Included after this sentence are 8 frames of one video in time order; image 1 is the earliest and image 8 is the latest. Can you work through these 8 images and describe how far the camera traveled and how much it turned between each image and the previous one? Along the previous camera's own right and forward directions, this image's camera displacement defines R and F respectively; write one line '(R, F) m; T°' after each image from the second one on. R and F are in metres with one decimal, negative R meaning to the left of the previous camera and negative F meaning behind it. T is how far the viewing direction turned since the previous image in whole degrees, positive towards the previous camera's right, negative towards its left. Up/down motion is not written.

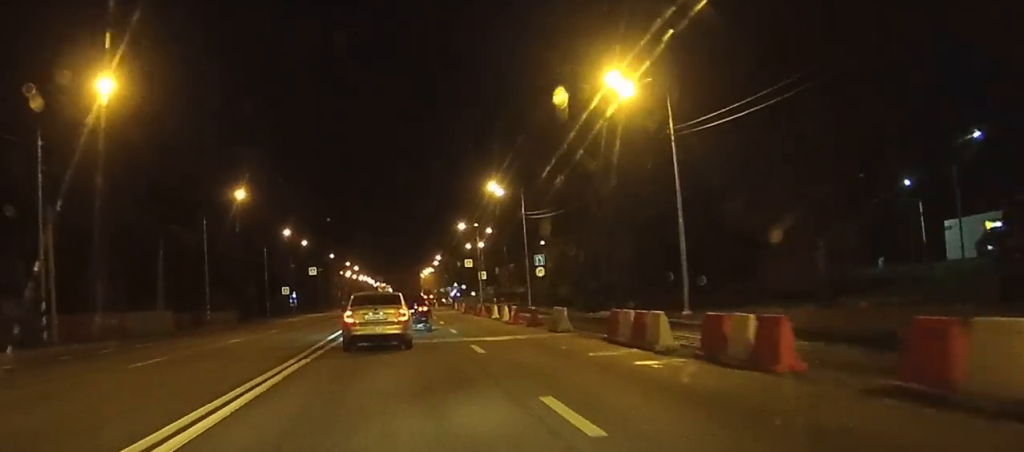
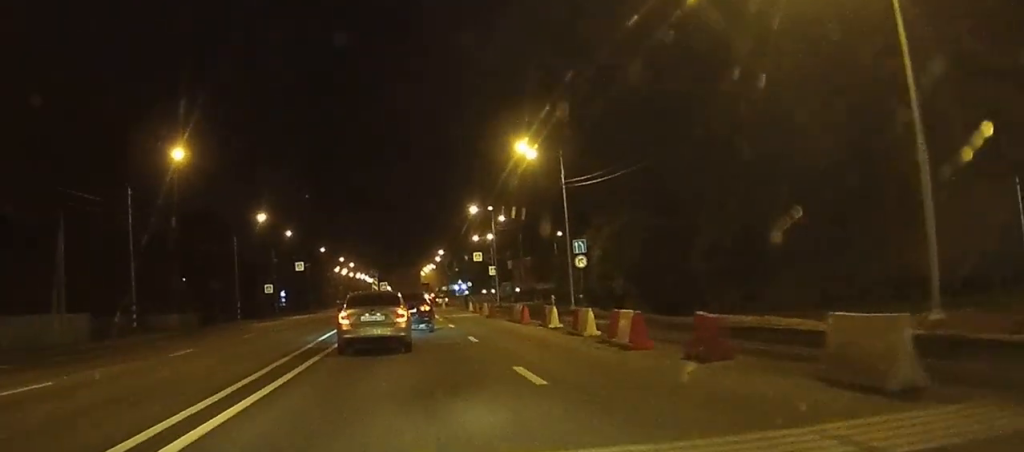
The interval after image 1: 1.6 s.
(0.0, +19.5) m; 0°
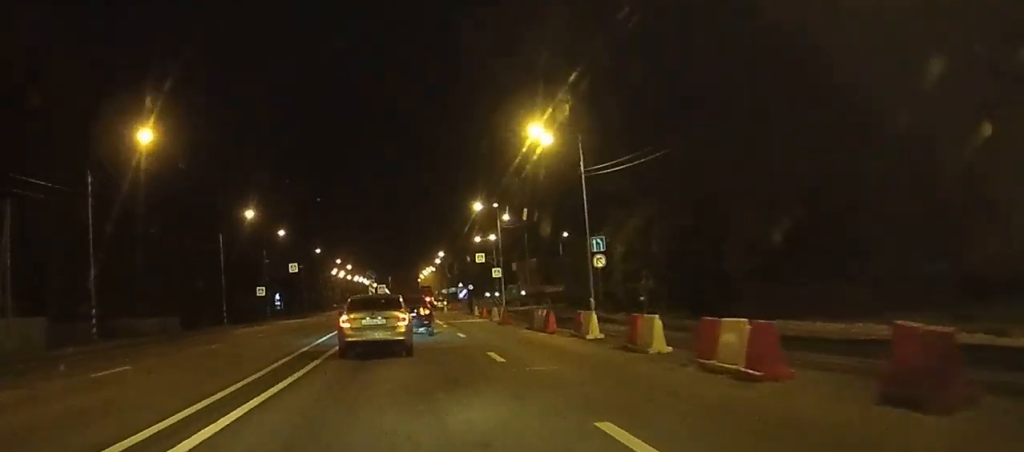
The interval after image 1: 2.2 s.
(0.0, +6.6) m; 0°
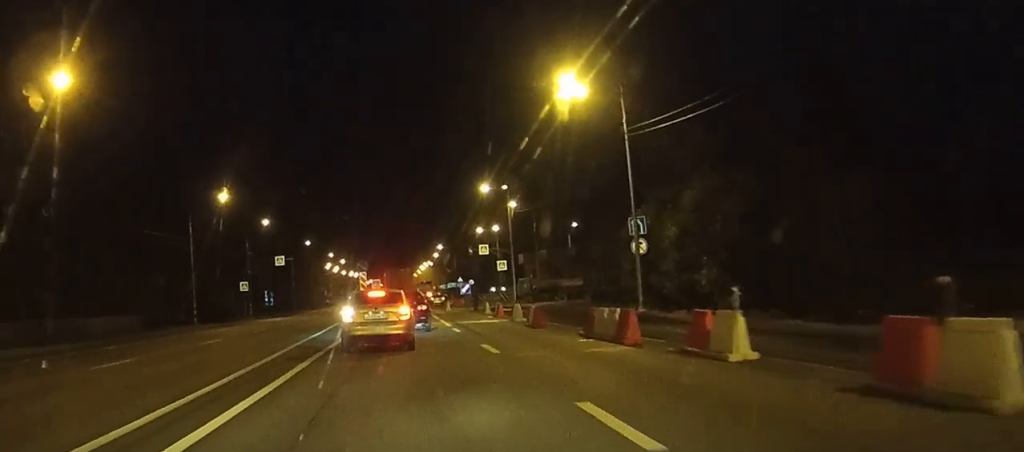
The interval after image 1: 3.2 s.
(+0.1, +11.0) m; +1°
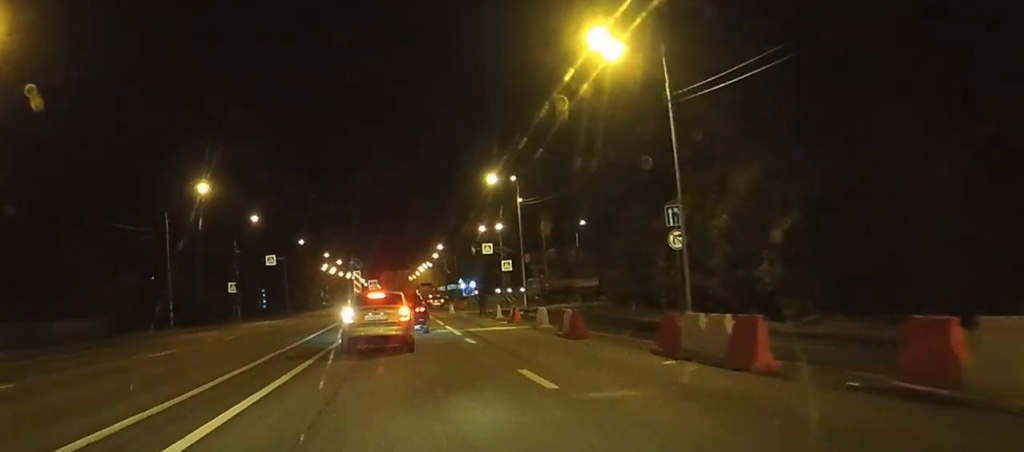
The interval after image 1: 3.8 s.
(0.0, +7.1) m; 0°
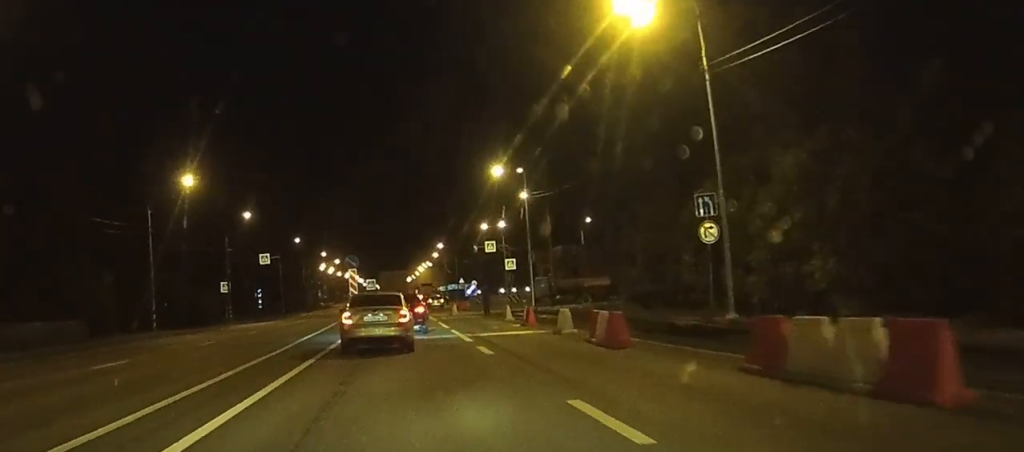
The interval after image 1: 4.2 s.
(0.0, +4.4) m; 0°
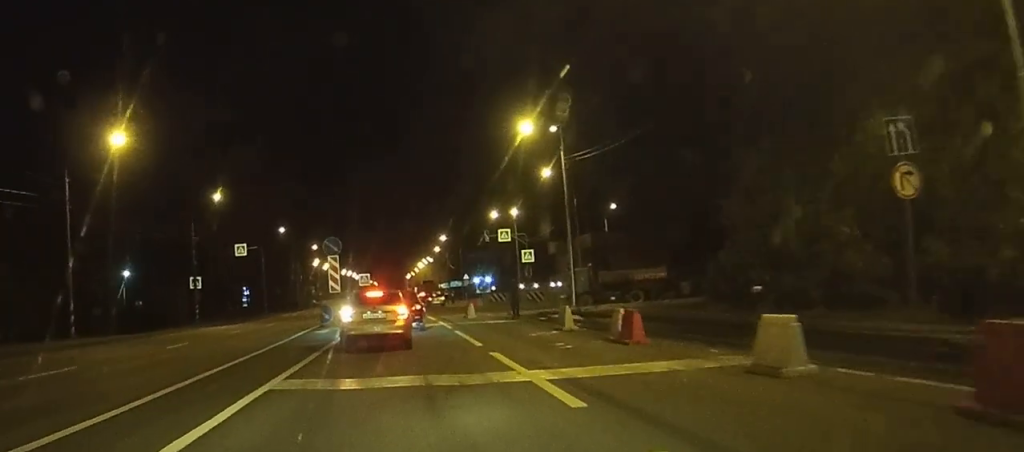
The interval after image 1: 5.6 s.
(-0.2, +15.5) m; -1°
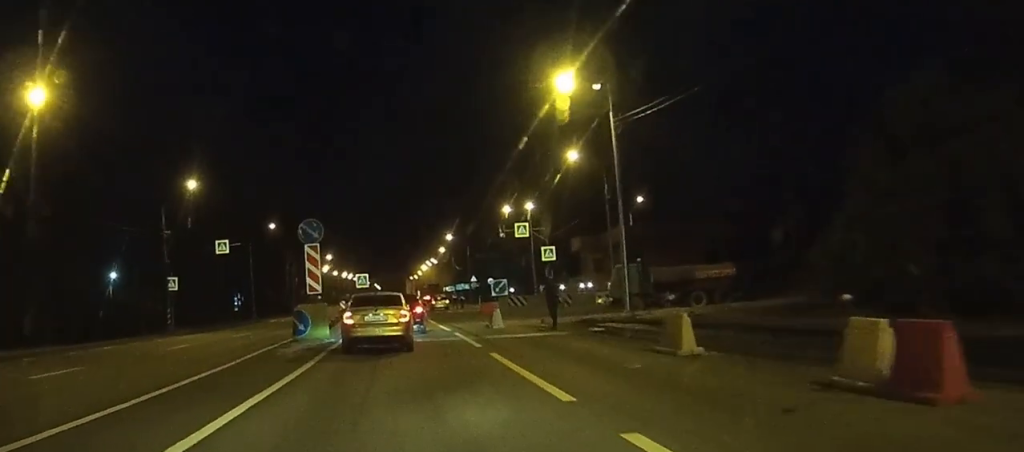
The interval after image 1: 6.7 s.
(0.0, +11.1) m; 0°
